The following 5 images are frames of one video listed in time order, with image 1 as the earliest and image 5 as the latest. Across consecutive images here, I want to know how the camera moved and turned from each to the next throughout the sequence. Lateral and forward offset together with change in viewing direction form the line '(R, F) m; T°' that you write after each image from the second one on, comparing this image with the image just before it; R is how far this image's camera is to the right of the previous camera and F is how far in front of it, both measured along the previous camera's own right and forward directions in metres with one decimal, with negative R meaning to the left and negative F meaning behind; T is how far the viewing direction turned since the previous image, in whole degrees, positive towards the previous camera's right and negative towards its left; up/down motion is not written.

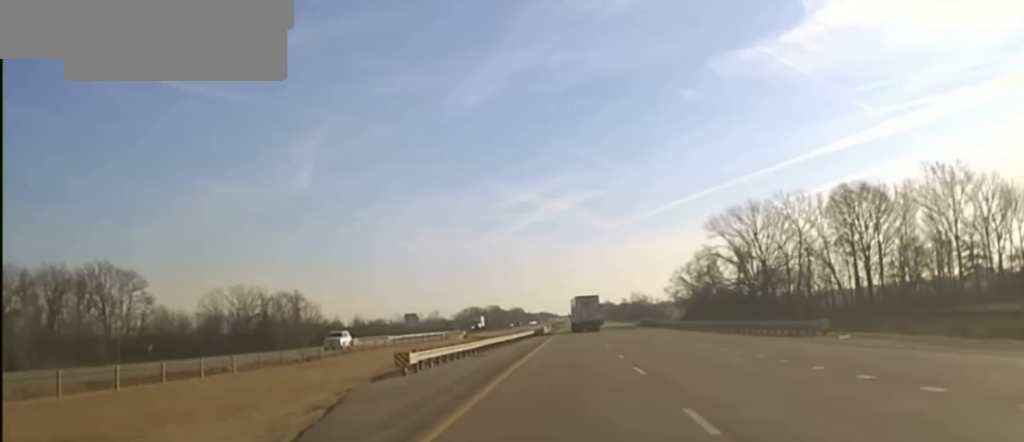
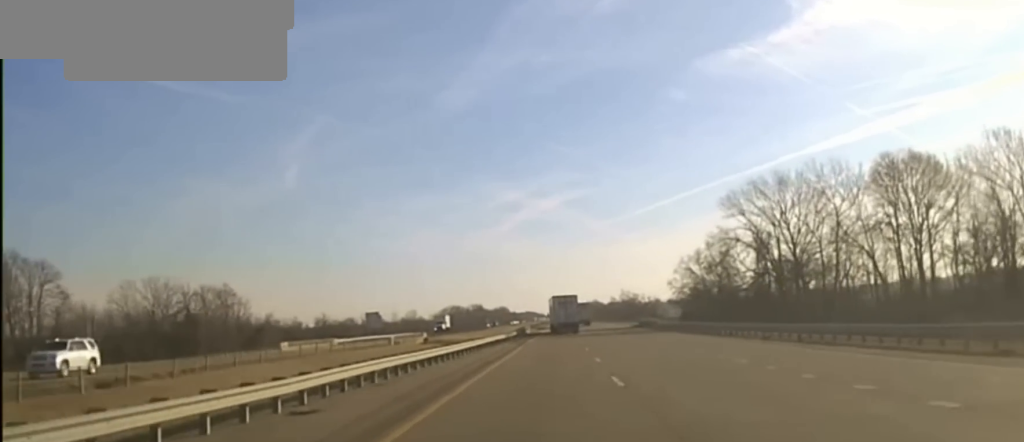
(-0.1, +25.1) m; 0°
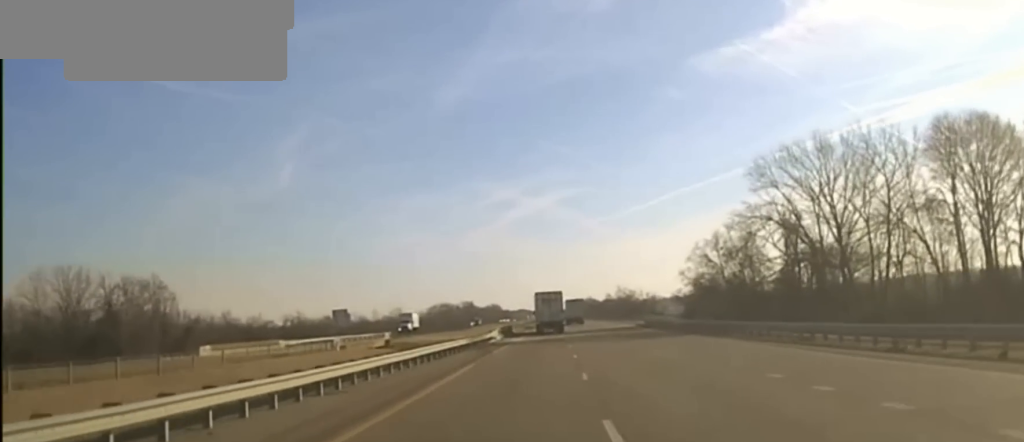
(+0.2, +19.1) m; 0°
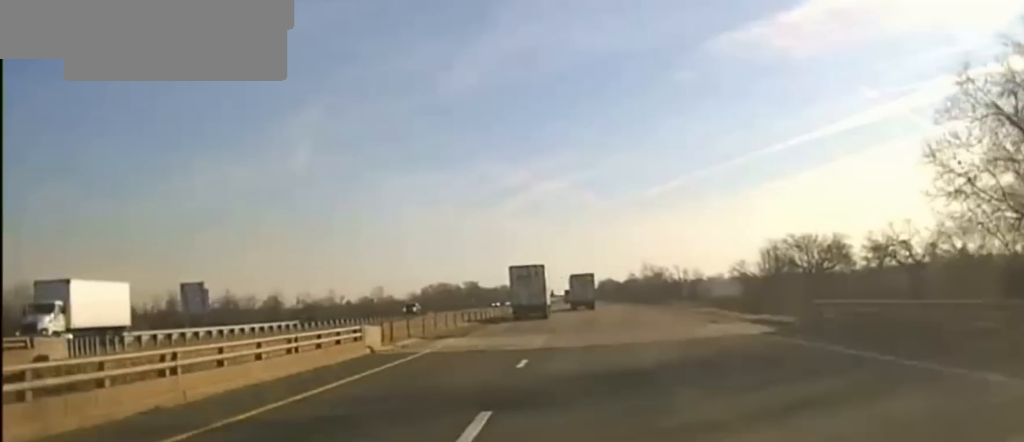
(-0.4, +61.5) m; -1°
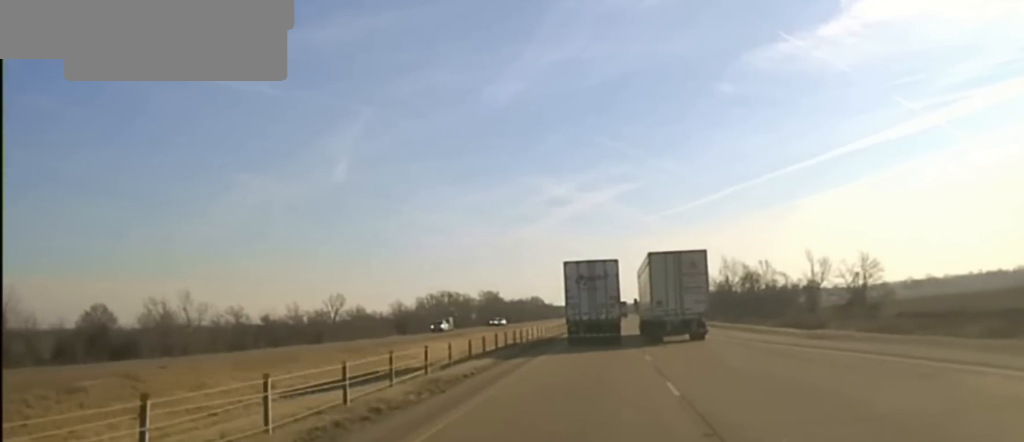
(-2.3, +122.4) m; -1°
